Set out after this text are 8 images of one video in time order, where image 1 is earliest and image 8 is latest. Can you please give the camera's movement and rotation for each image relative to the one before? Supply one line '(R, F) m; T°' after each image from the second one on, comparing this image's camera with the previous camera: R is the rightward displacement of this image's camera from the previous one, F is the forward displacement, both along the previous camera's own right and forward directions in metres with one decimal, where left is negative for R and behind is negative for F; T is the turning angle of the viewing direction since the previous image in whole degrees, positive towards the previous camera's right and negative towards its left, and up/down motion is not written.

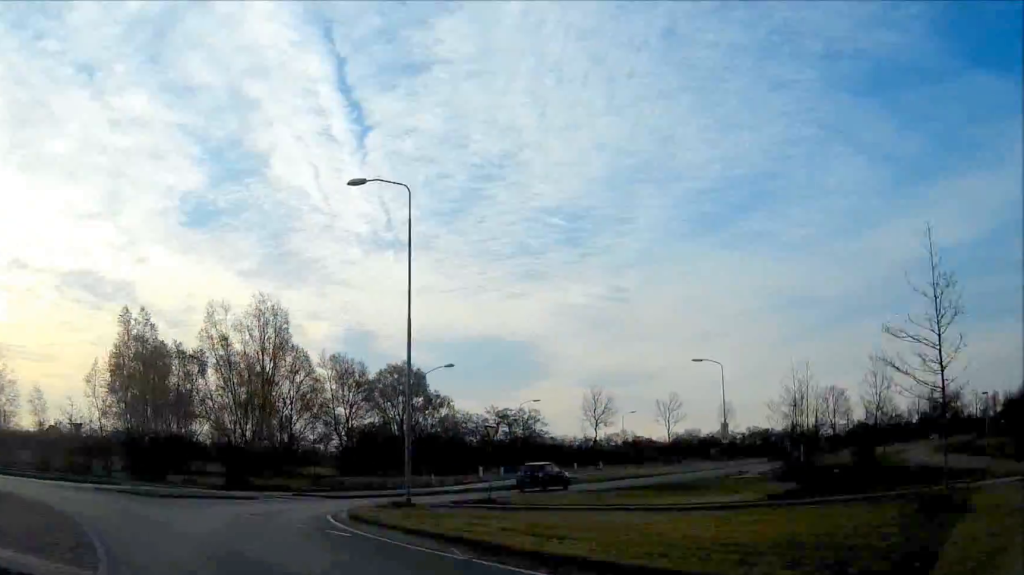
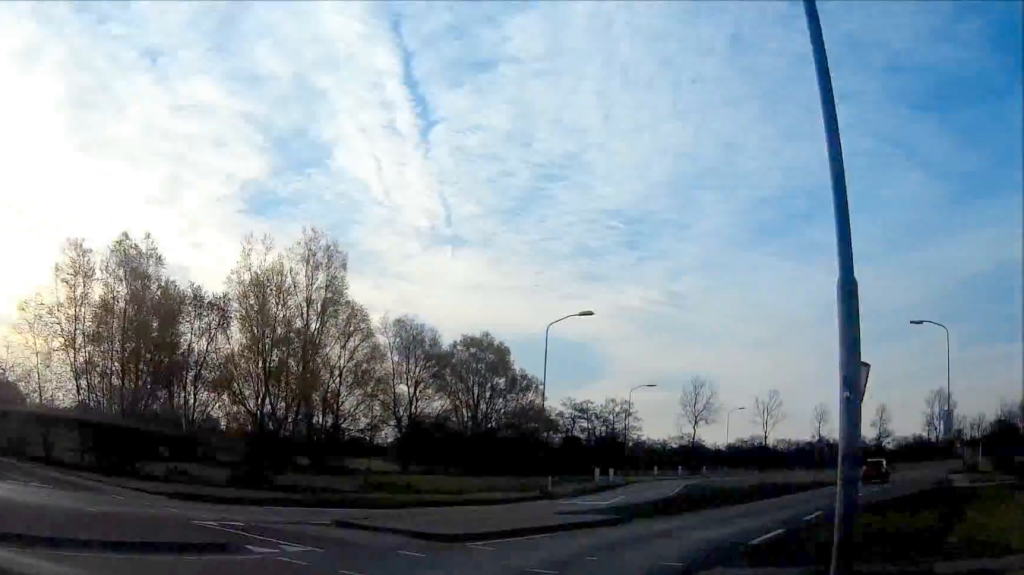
(-0.5, +19.6) m; +12°
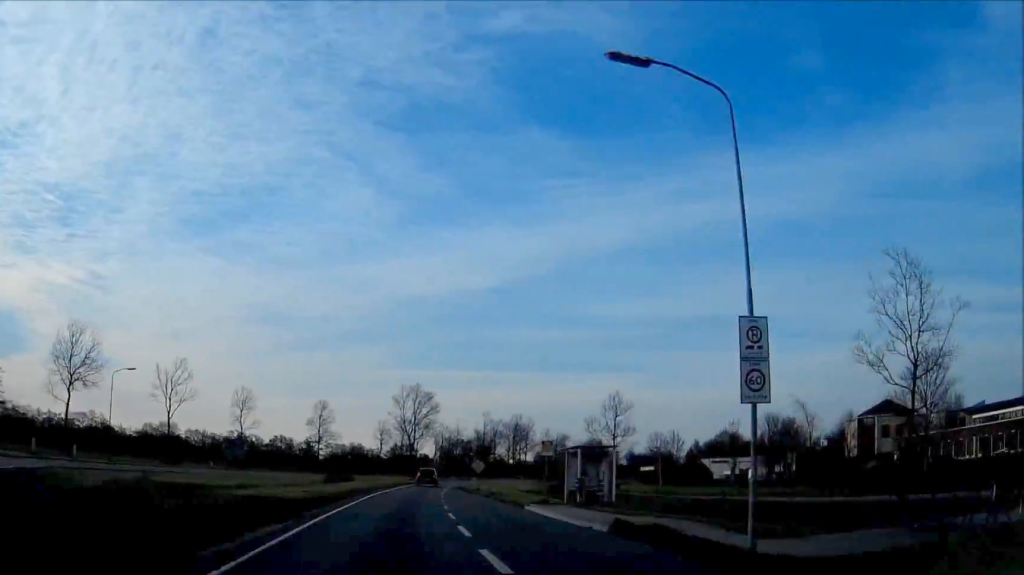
(+8.3, +29.3) m; +22°
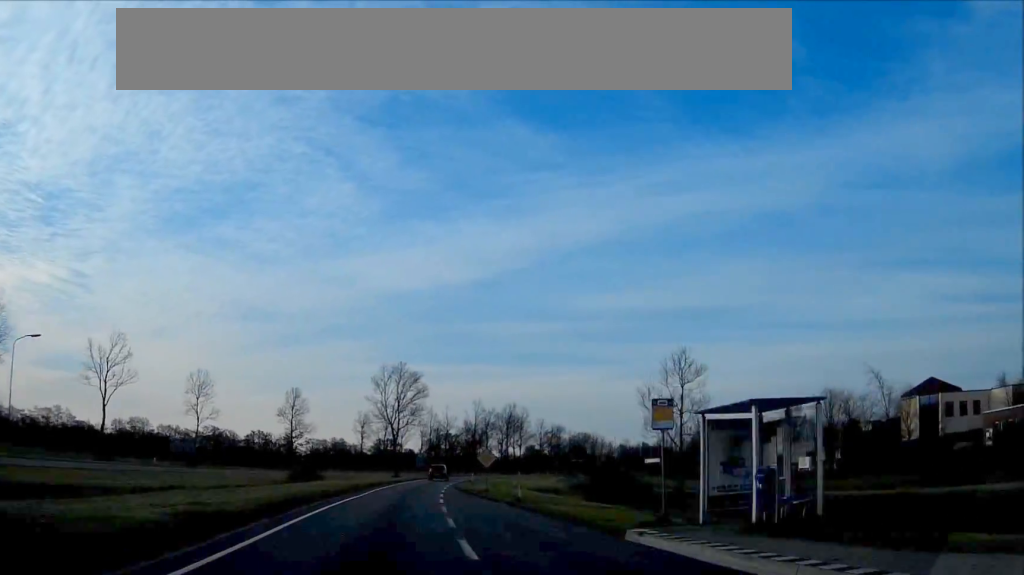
(0.0, +18.2) m; 0°
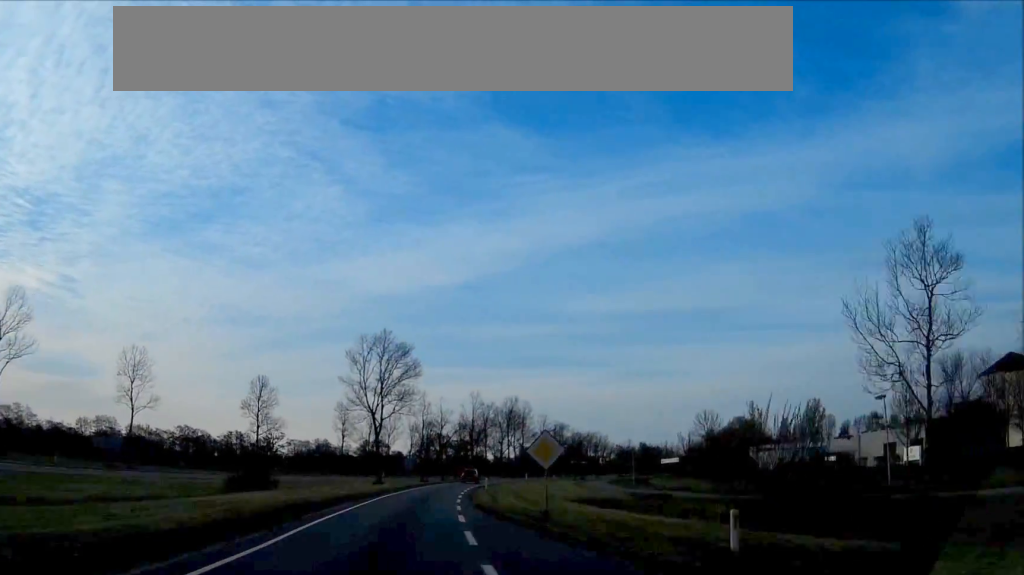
(+0.1, +23.5) m; +3°
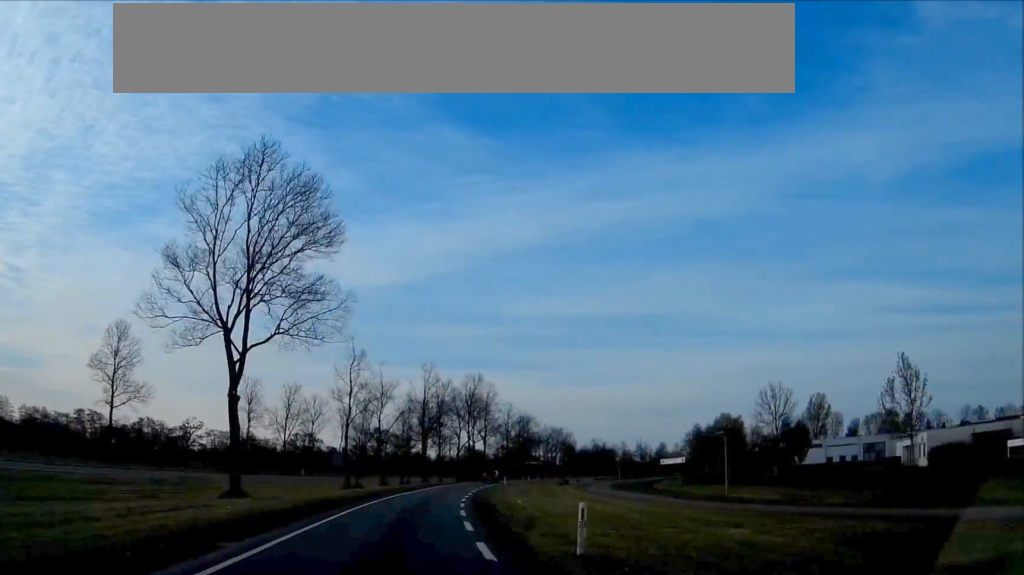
(+2.0, +39.4) m; +5°
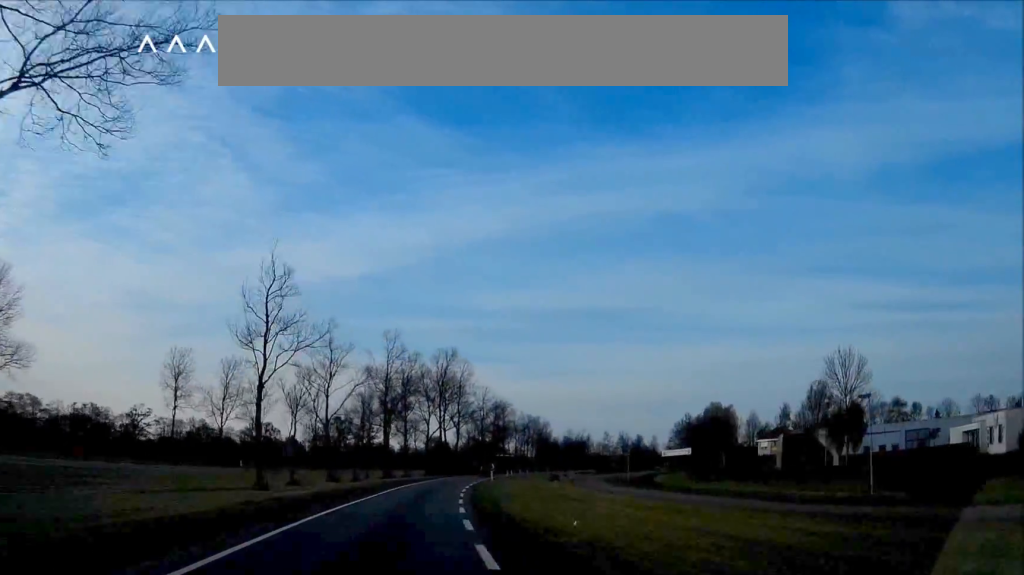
(+0.1, +19.5) m; +2°
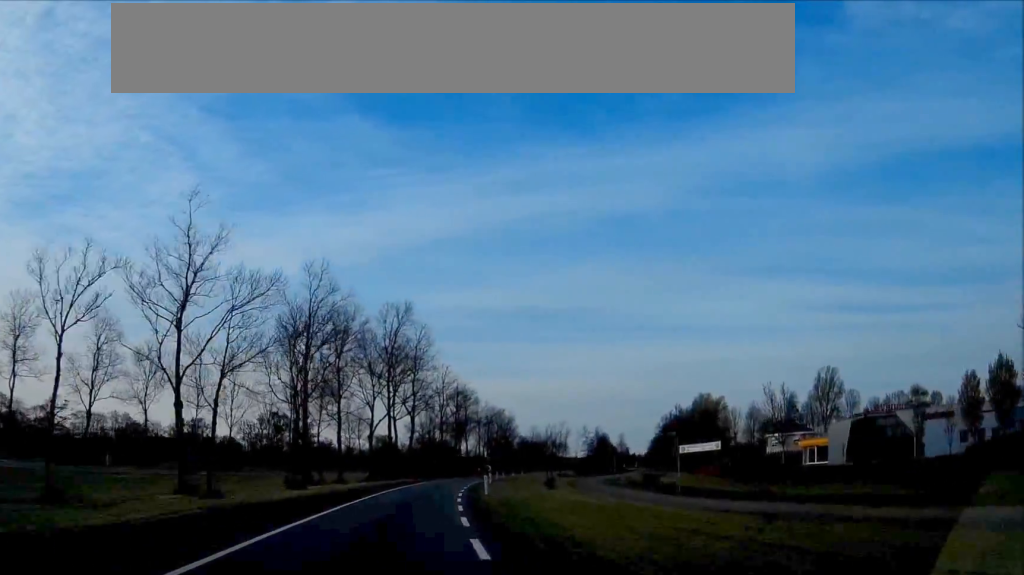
(+0.4, +29.7) m; +3°
